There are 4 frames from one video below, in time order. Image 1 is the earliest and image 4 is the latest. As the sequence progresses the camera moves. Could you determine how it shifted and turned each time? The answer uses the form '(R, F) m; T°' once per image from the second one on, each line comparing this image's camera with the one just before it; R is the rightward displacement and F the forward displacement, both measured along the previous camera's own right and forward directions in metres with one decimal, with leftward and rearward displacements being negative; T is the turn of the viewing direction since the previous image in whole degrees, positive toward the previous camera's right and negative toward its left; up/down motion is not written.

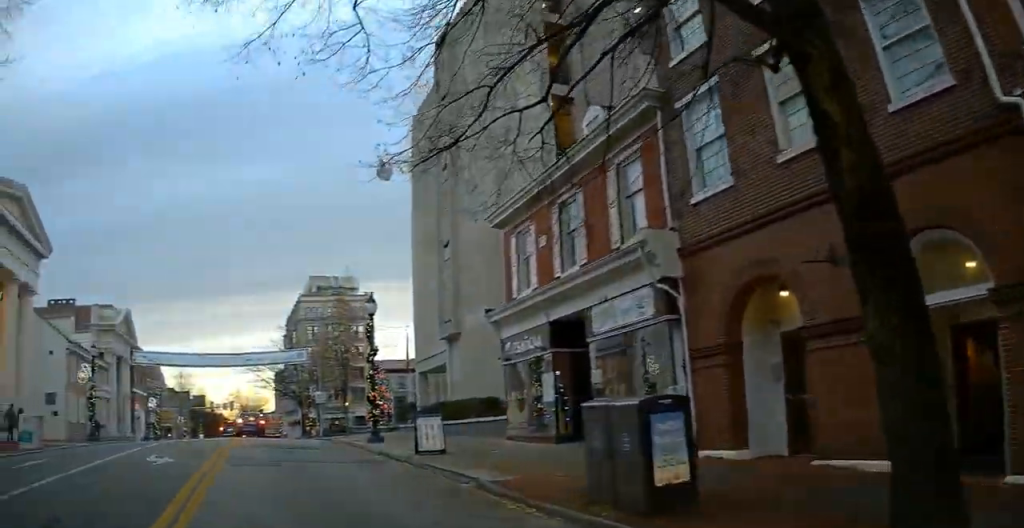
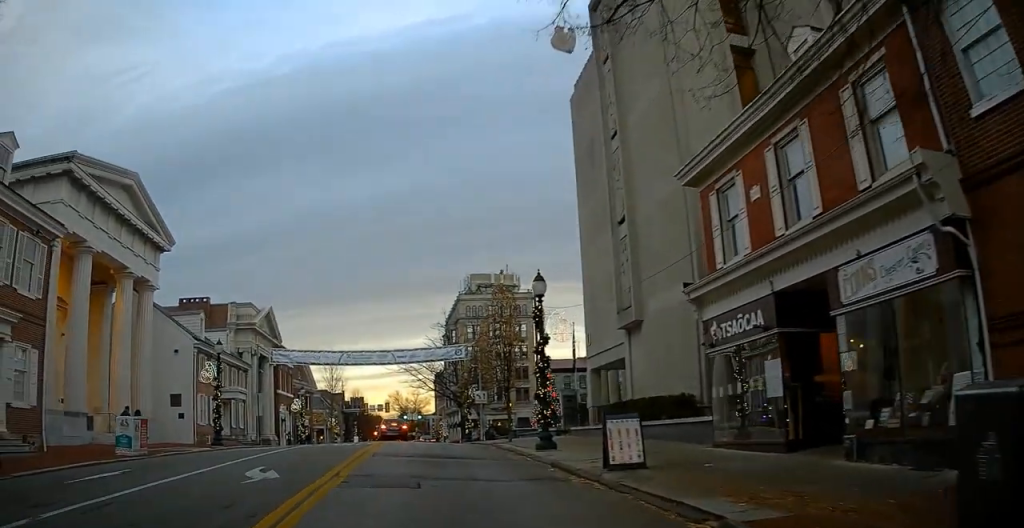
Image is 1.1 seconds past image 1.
(-0.3, +4.2) m; -8°
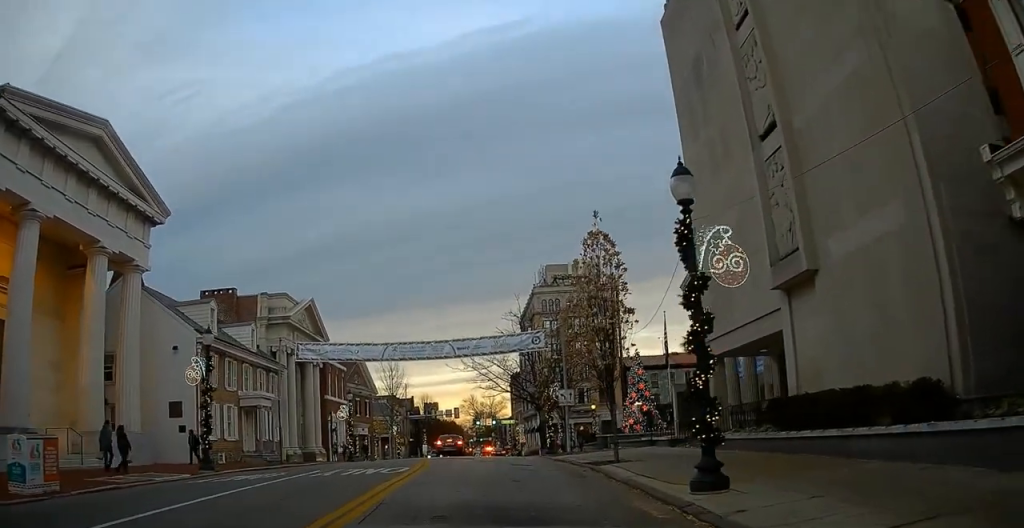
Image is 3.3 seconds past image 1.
(-1.5, +9.0) m; -14°
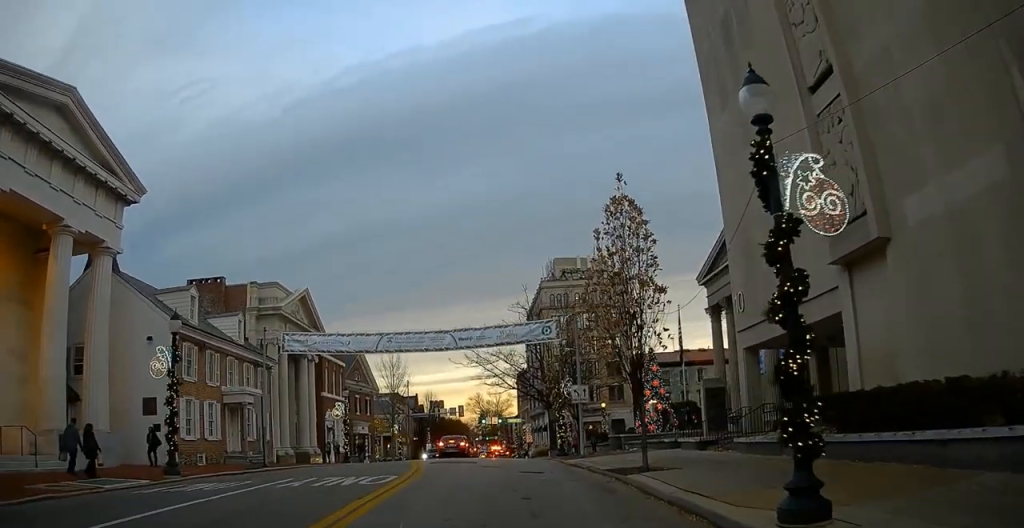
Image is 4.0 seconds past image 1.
(0.0, +2.8) m; +1°
